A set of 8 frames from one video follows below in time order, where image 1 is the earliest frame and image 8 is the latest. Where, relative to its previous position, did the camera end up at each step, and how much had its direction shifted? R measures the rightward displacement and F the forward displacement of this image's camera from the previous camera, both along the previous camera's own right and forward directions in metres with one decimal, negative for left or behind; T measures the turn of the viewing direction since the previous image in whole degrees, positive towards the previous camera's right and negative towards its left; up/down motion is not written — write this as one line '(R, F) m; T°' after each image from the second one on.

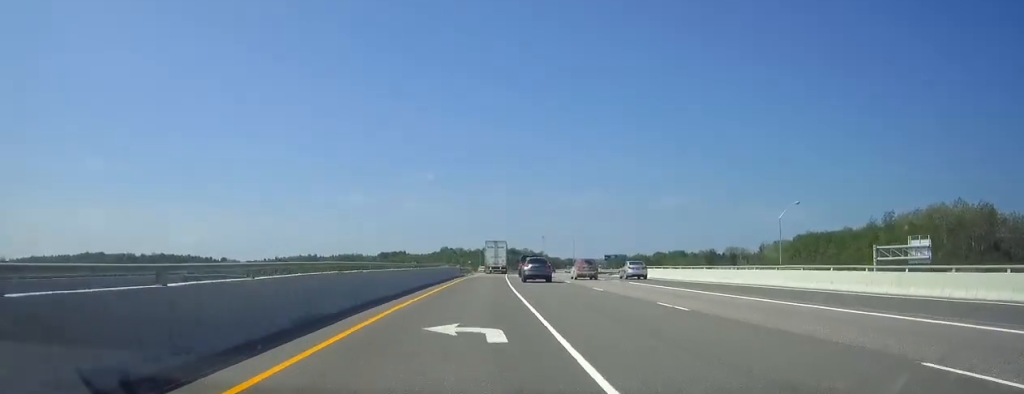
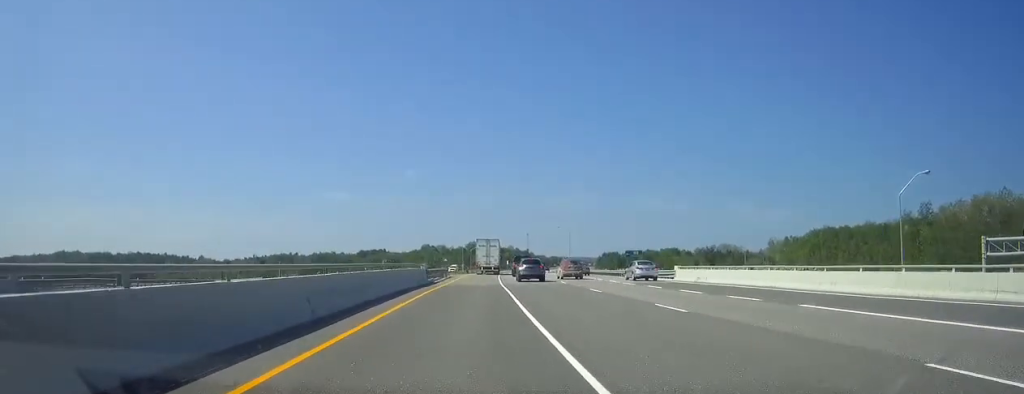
(+0.3, +26.2) m; +1°
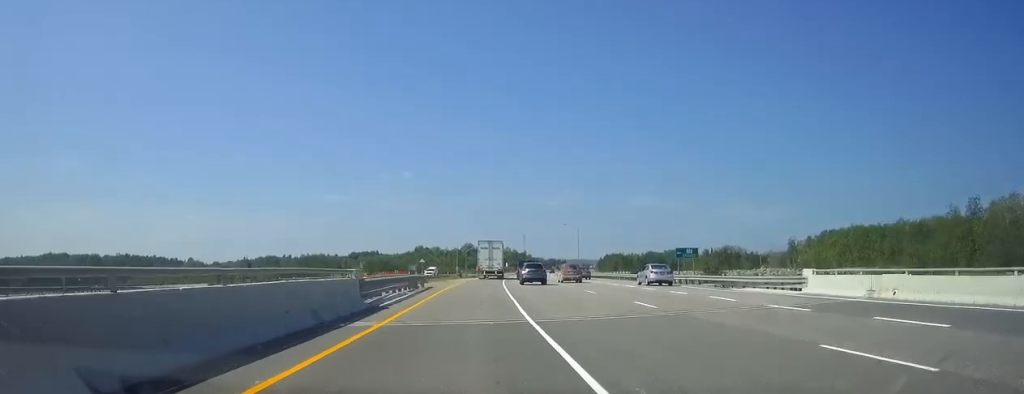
(+0.2, +22.5) m; +1°
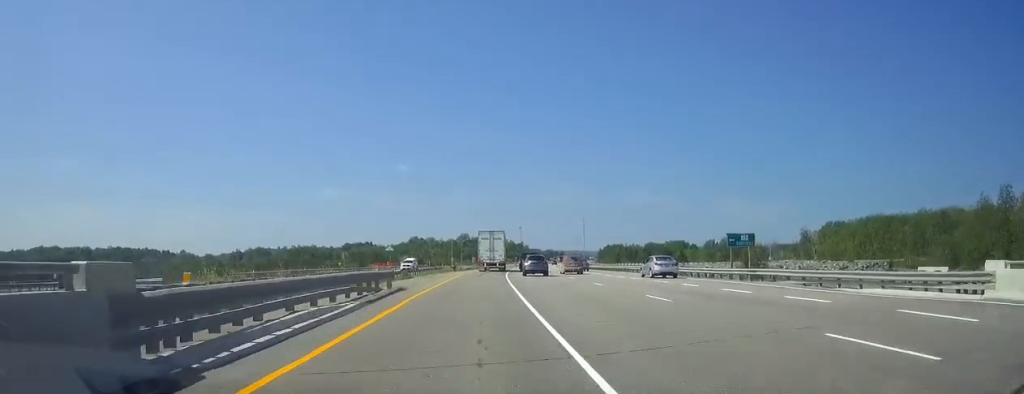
(+0.1, +13.7) m; +1°
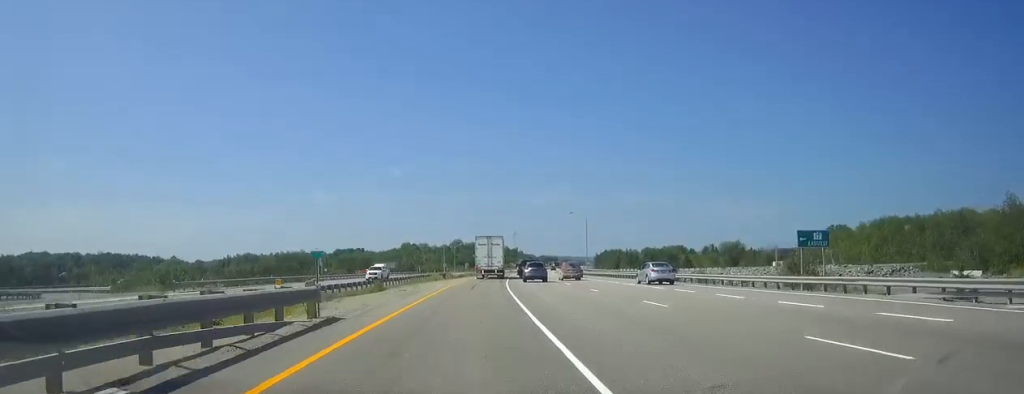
(0.0, +12.0) m; 0°
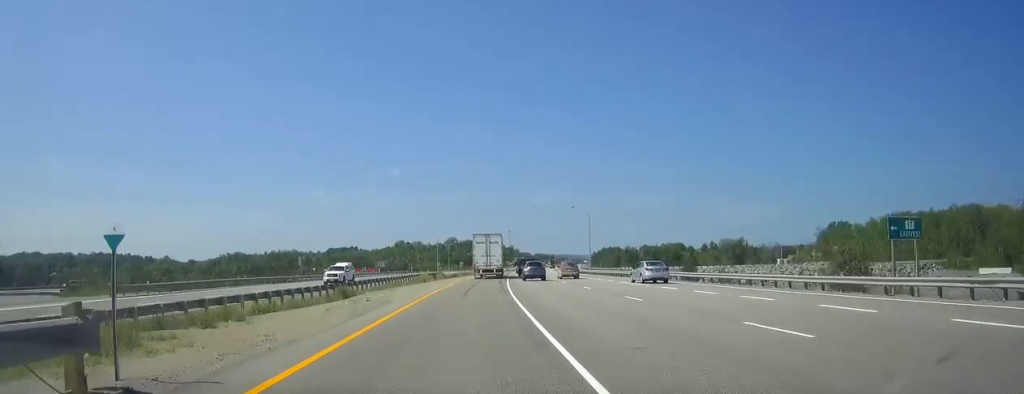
(0.0, +9.4) m; 0°
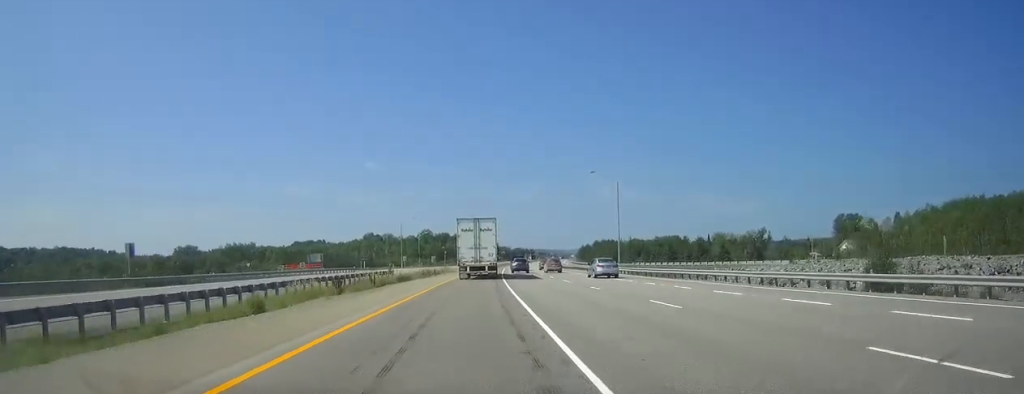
(+0.5, +43.1) m; +1°
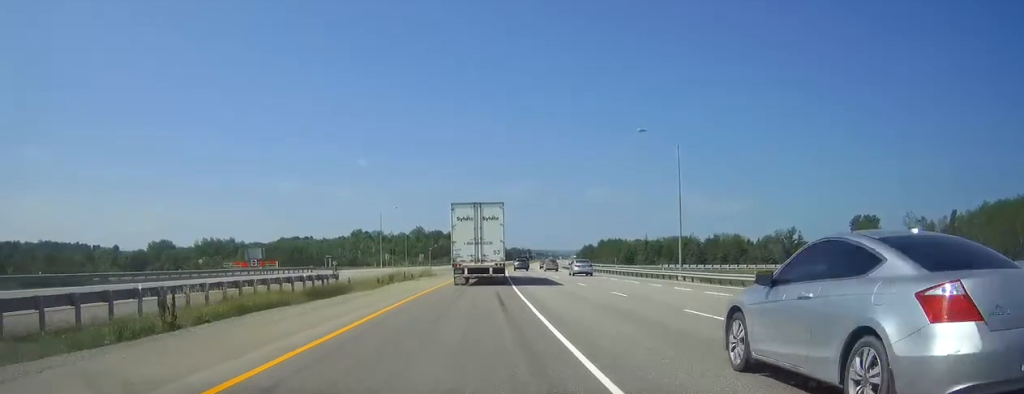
(+0.1, +28.0) m; +1°
